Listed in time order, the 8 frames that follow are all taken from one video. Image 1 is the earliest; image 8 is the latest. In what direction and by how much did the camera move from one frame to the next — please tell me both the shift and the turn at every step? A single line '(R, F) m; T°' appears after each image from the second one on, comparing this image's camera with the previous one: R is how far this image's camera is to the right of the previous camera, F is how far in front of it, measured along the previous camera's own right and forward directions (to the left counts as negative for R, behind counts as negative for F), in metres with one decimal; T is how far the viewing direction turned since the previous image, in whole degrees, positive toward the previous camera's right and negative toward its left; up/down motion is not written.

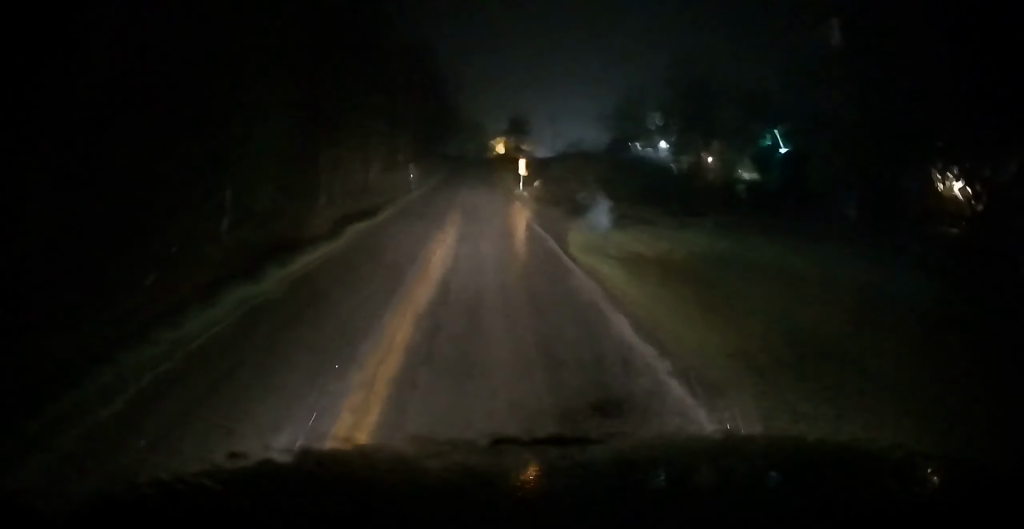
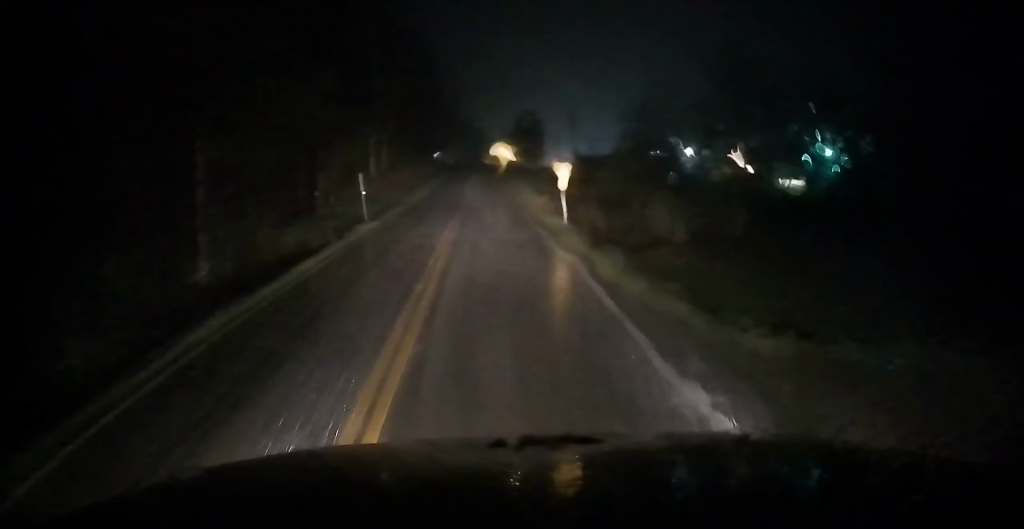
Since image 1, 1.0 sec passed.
(-0.8, +18.8) m; -1°
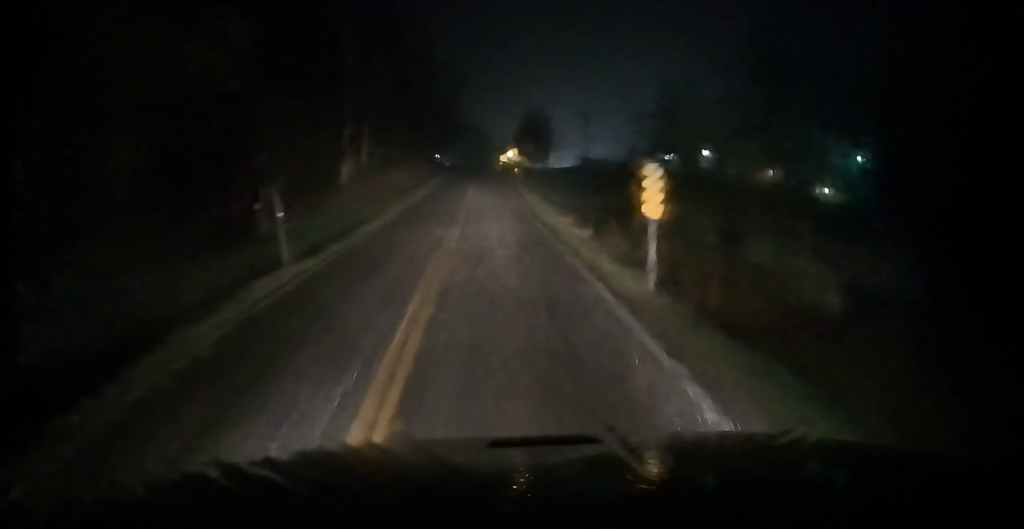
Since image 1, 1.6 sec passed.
(+0.3, +11.2) m; +1°
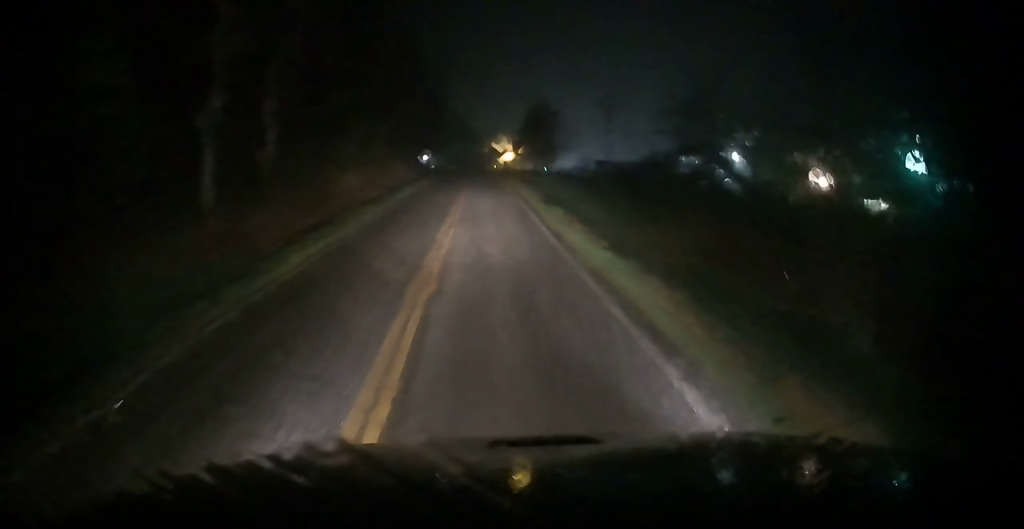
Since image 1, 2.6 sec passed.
(+0.2, +18.8) m; 0°
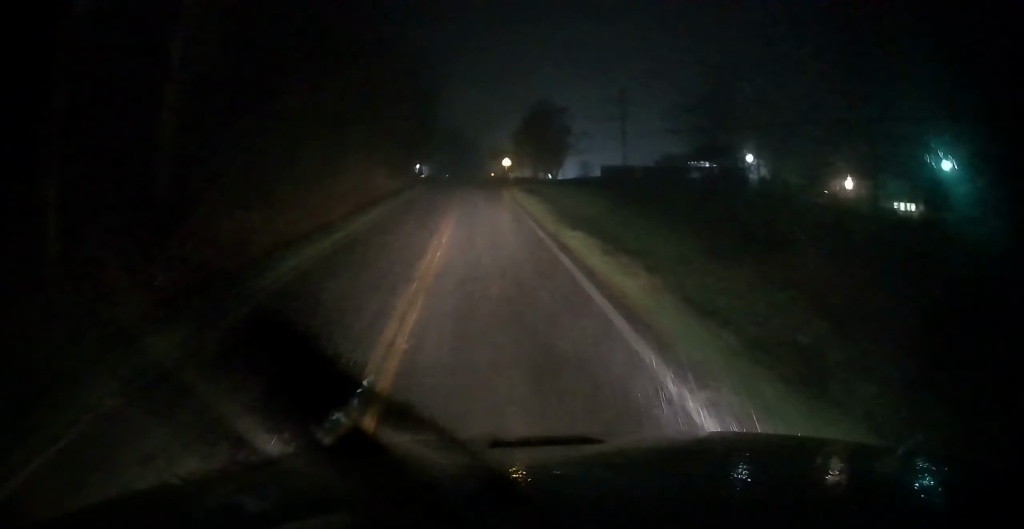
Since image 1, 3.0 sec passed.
(+0.1, +8.5) m; -1°
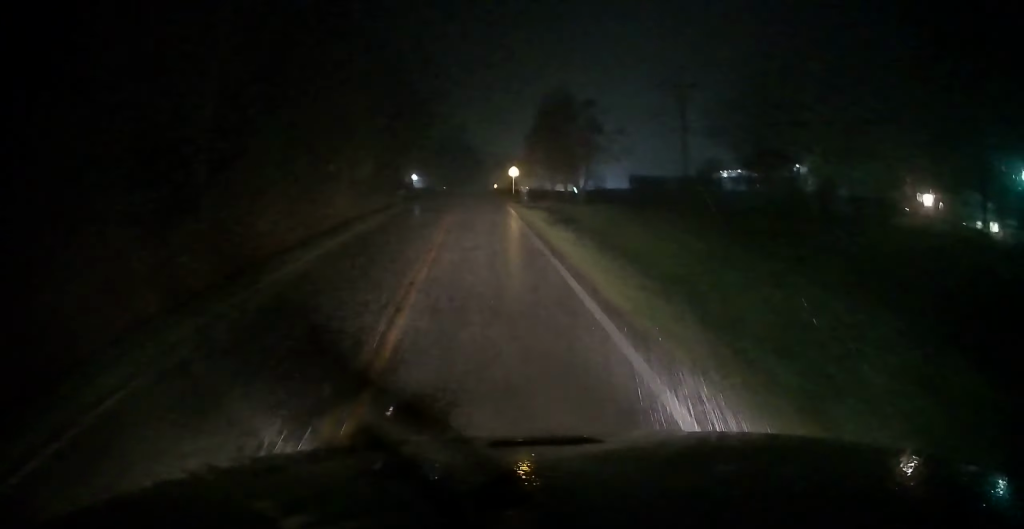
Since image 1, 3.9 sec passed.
(-0.3, +17.3) m; -1°
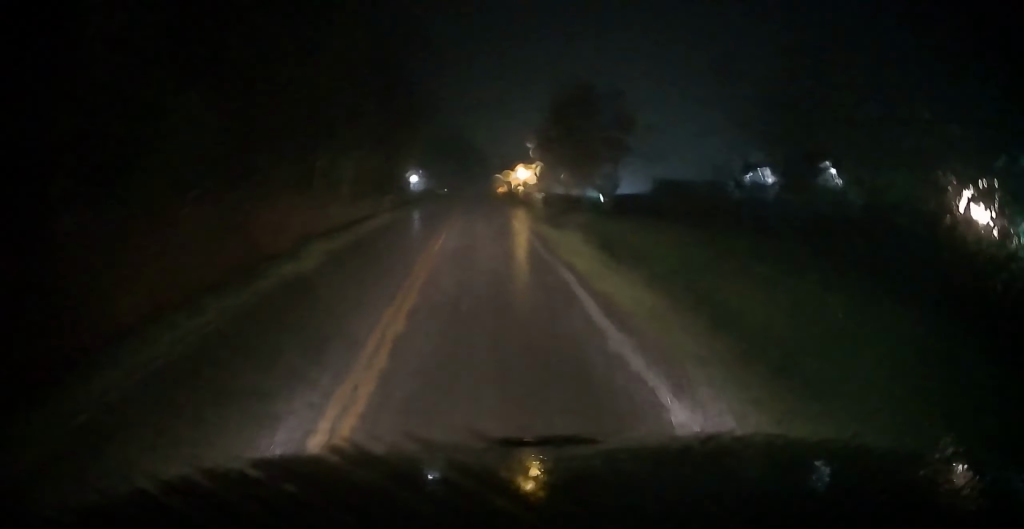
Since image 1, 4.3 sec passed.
(0.0, +8.8) m; +1°
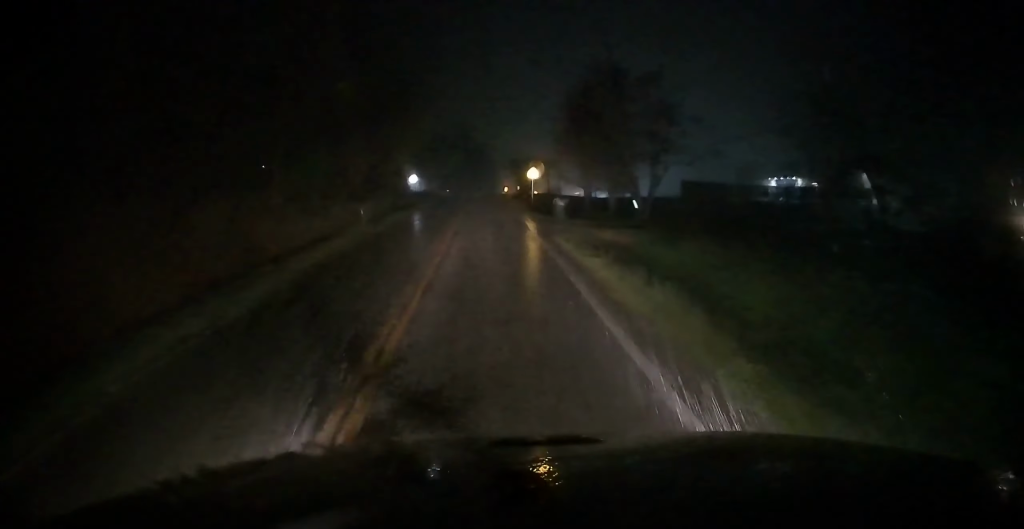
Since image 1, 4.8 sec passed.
(-0.1, +8.9) m; +1°
